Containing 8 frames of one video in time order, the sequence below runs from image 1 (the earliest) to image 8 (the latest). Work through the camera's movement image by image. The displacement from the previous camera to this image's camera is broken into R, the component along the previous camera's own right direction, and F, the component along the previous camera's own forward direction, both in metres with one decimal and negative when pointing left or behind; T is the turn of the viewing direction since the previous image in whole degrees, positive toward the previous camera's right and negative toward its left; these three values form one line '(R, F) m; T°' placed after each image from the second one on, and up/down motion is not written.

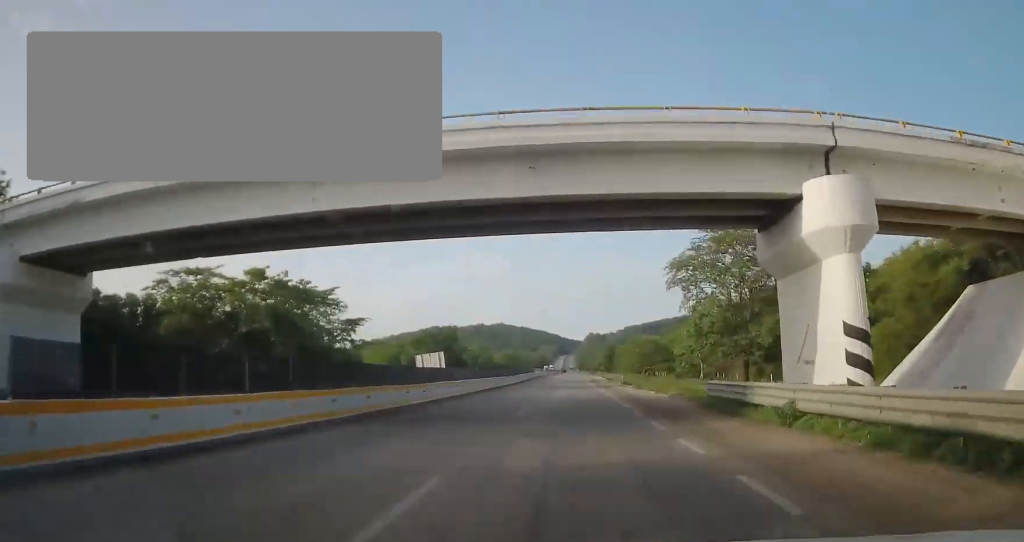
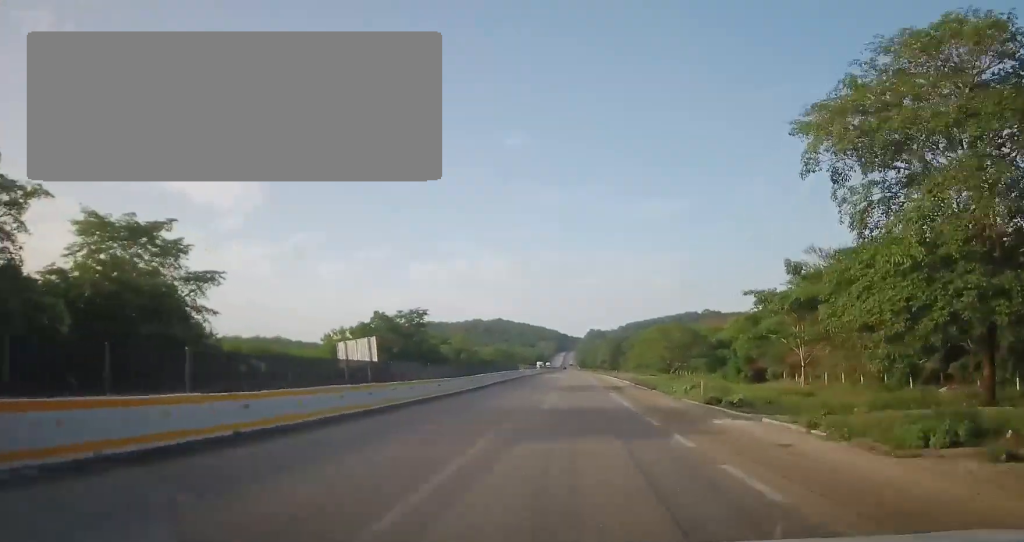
(-0.1, +32.6) m; 0°
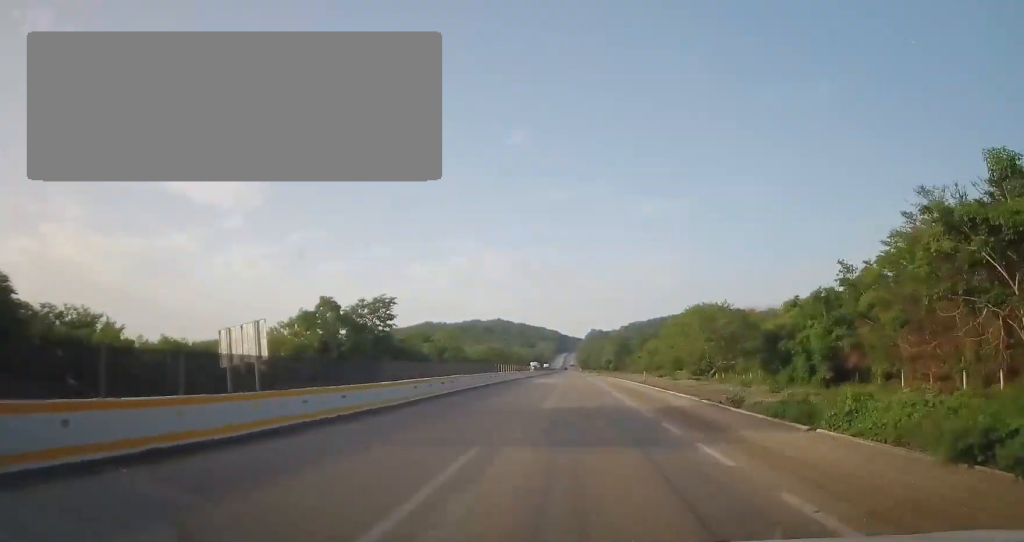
(-0.2, +22.7) m; +1°
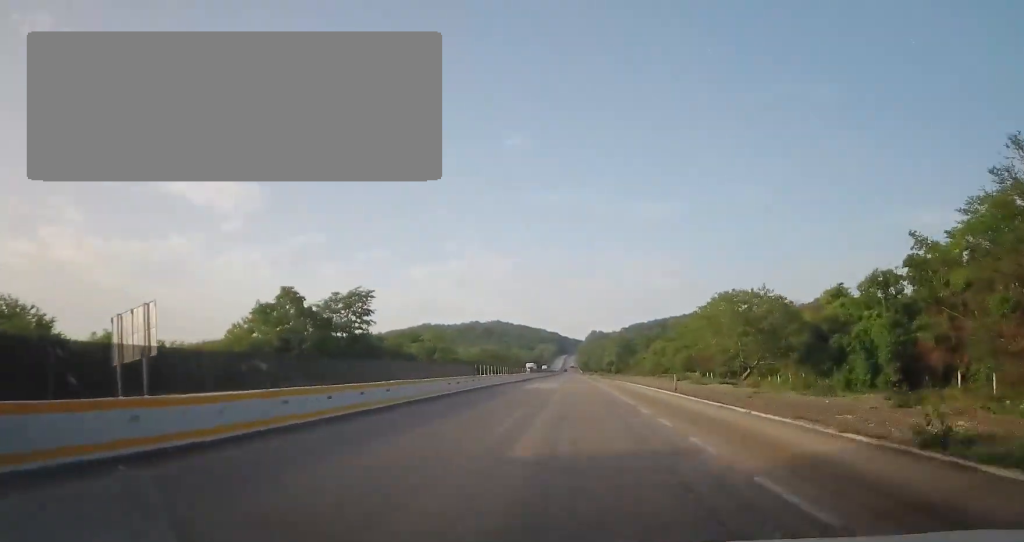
(+0.2, +11.3) m; 0°
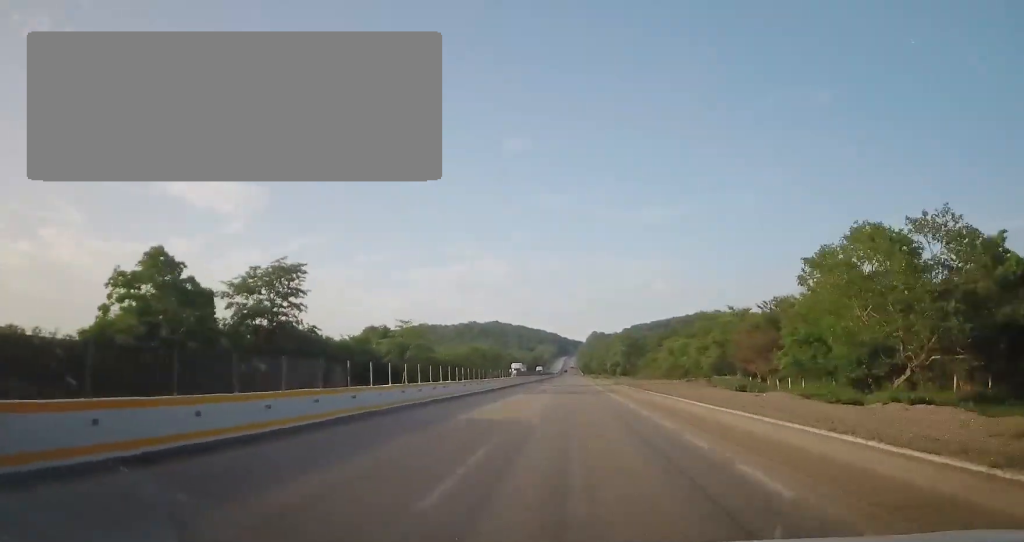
(+0.4, +23.4) m; 0°
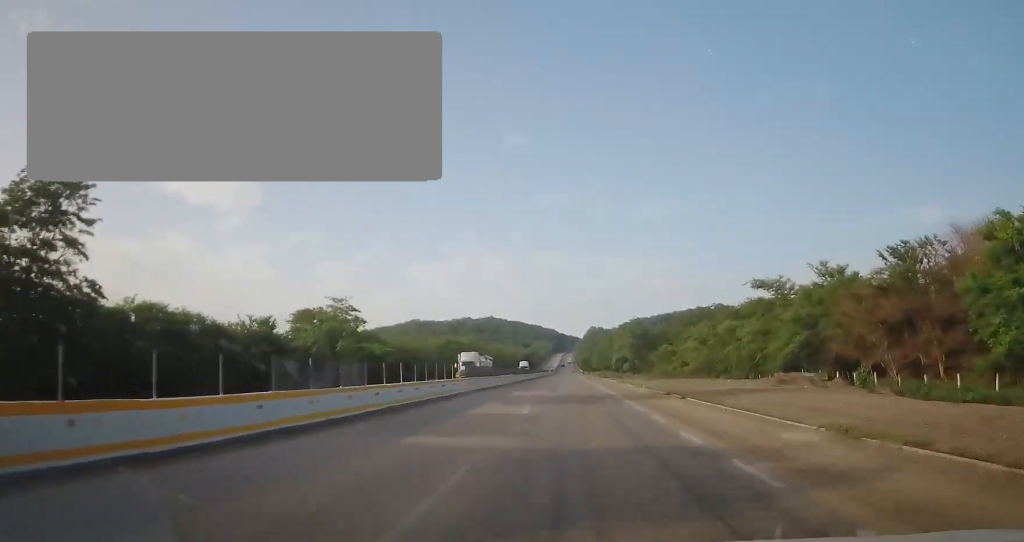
(-0.4, +32.8) m; 0°
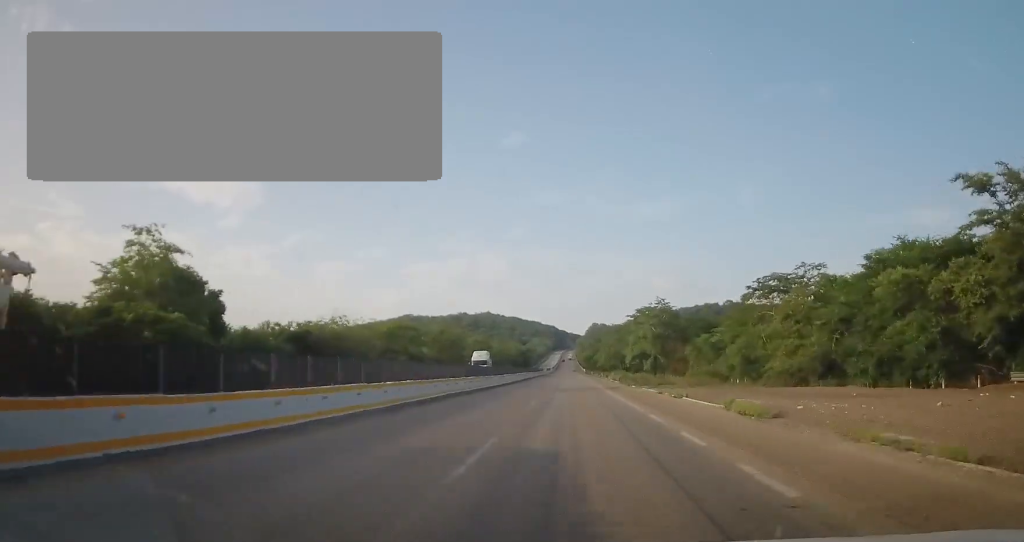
(+0.4, +41.8) m; 0°
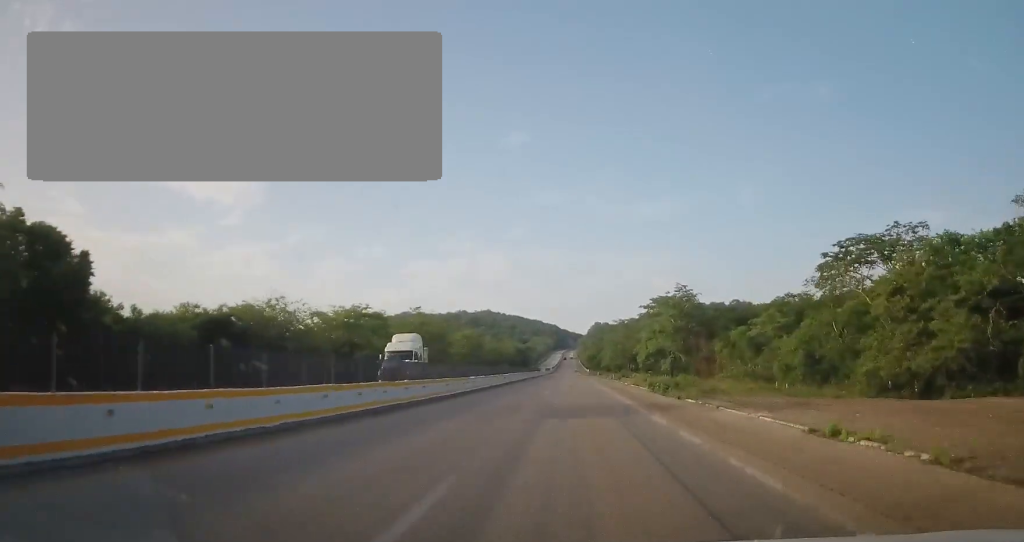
(-0.1, +20.2) m; 0°
